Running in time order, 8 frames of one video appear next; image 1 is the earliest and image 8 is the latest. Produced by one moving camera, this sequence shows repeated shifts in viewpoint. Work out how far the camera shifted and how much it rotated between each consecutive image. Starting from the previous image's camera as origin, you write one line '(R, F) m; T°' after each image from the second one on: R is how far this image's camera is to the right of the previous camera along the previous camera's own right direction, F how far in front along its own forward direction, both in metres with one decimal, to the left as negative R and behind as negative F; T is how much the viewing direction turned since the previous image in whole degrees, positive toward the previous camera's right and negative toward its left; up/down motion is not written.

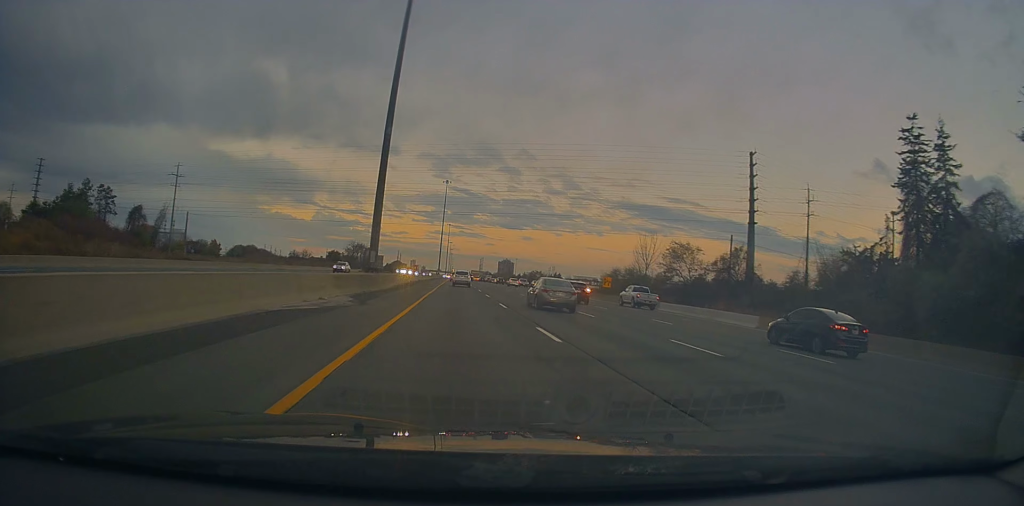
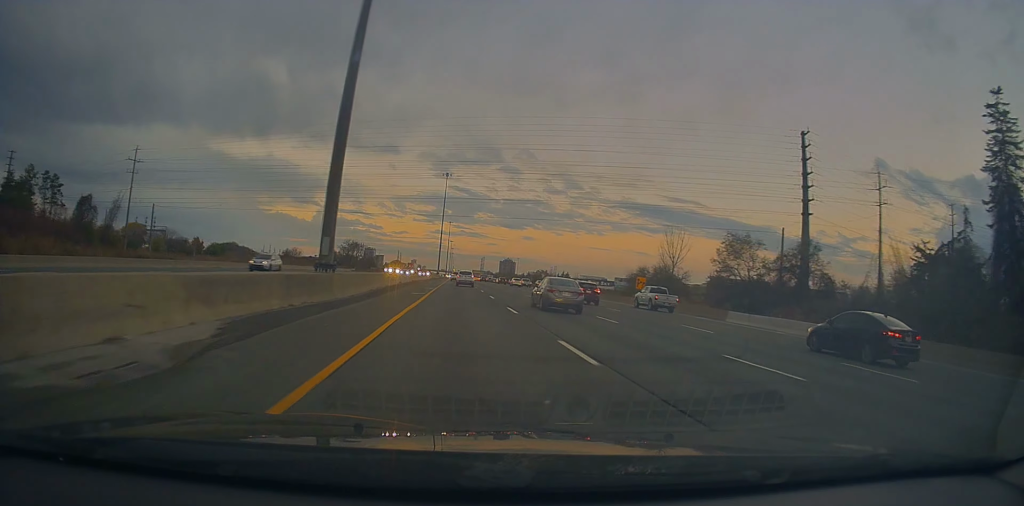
(+0.3, +15.1) m; 0°
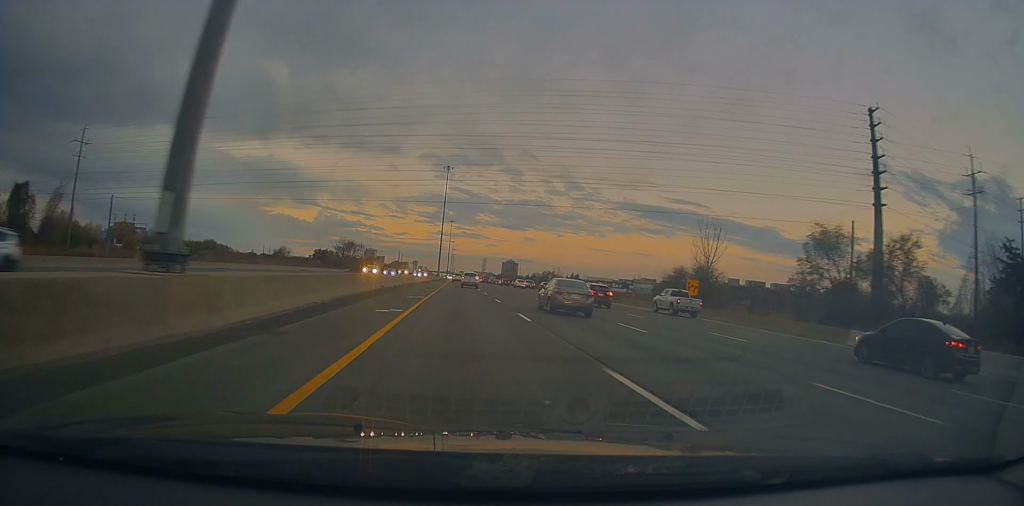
(+0.1, +15.0) m; 0°
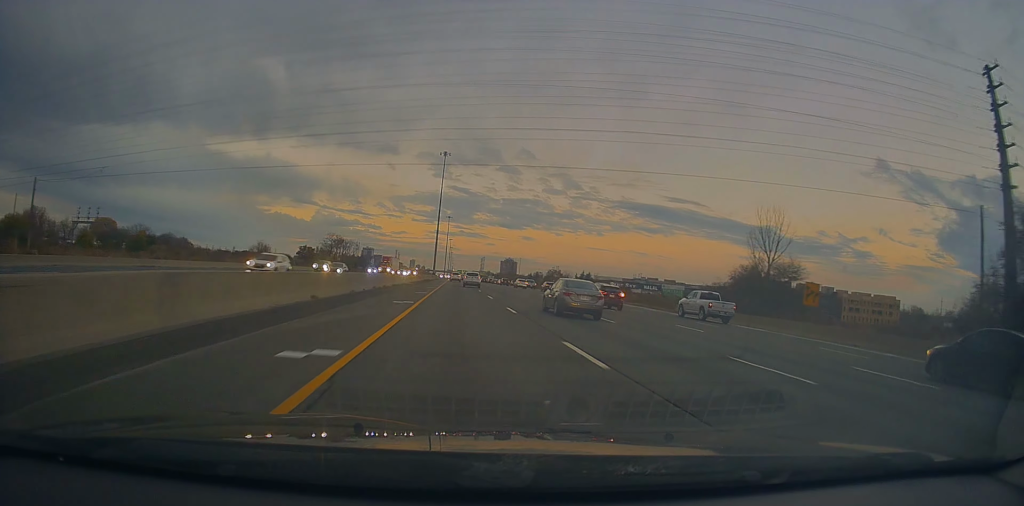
(-0.4, +20.2) m; 0°
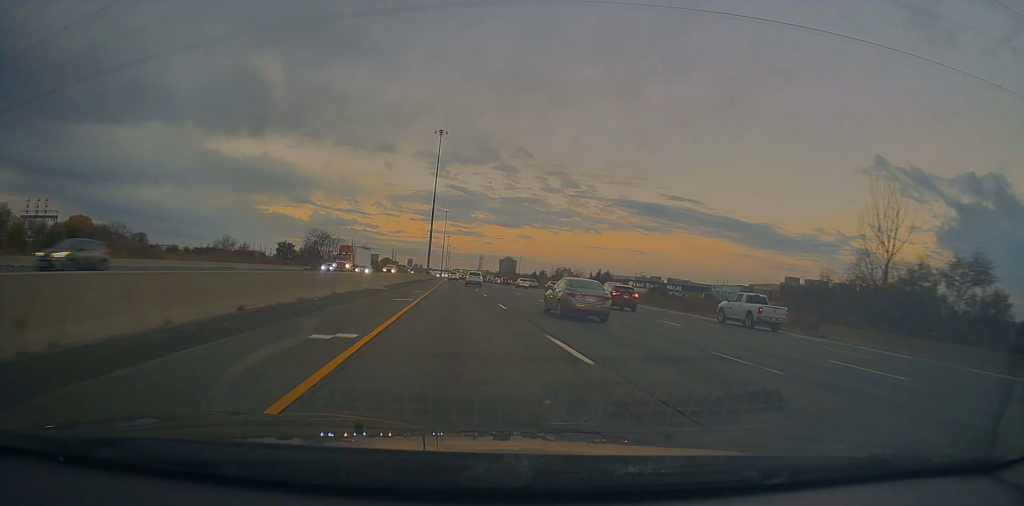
(+0.1, +24.4) m; 0°
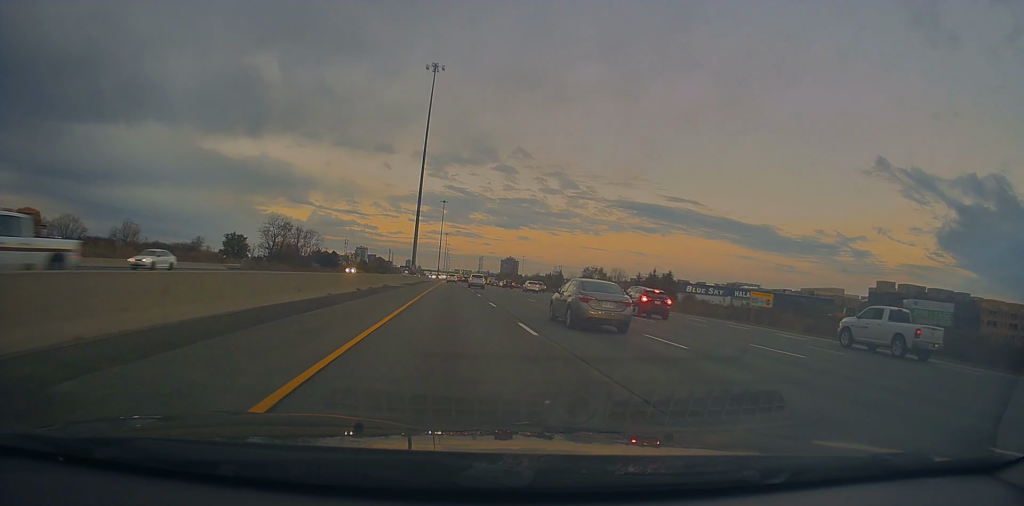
(0.0, +46.7) m; +1°
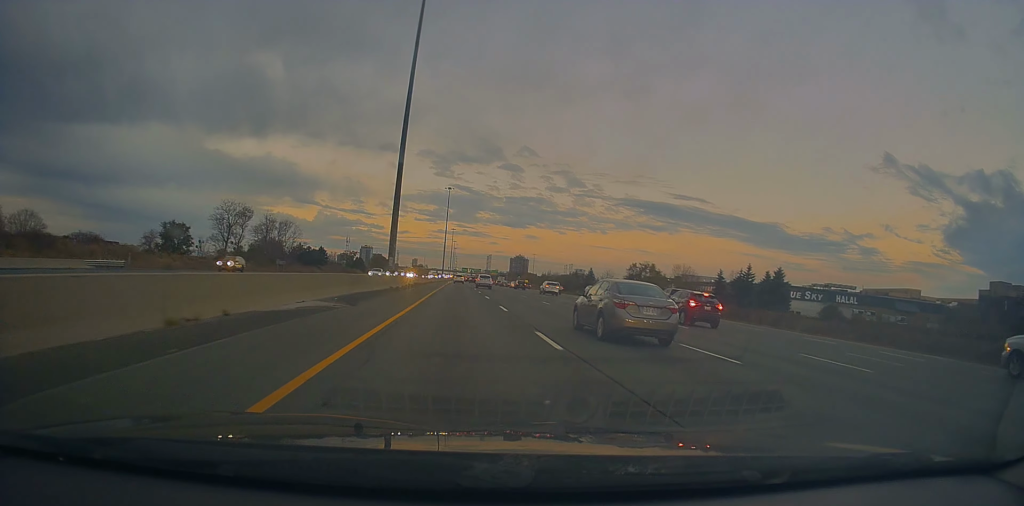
(+0.2, +38.2) m; -1°
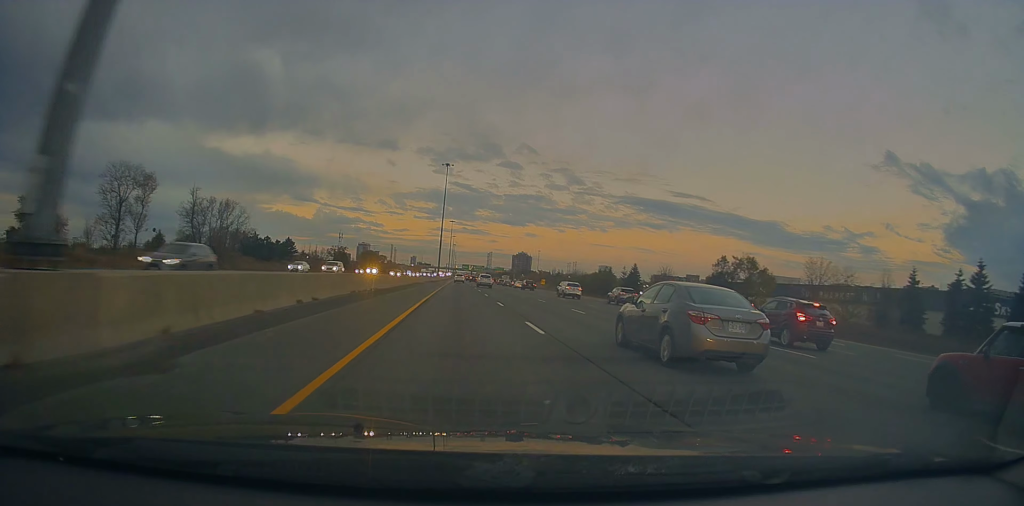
(-0.6, +44.8) m; 0°
